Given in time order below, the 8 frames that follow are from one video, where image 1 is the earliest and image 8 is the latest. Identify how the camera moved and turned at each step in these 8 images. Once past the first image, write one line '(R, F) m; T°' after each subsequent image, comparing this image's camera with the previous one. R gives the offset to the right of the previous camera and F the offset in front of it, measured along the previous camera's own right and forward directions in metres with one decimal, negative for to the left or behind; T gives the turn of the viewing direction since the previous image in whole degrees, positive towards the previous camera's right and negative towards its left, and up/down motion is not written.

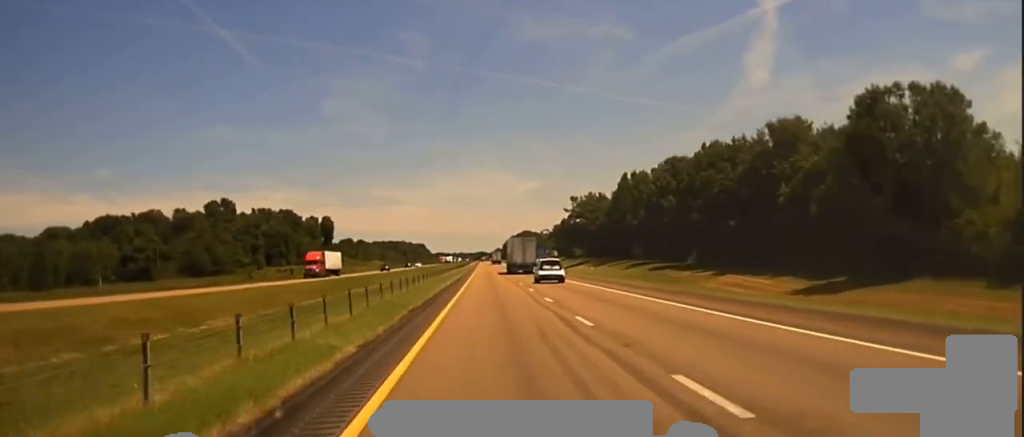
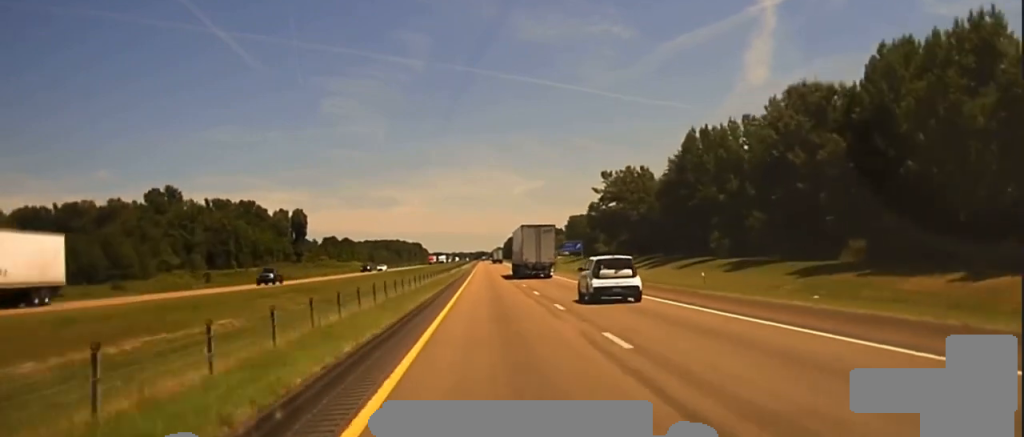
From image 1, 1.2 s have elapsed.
(+0.3, +68.4) m; 0°
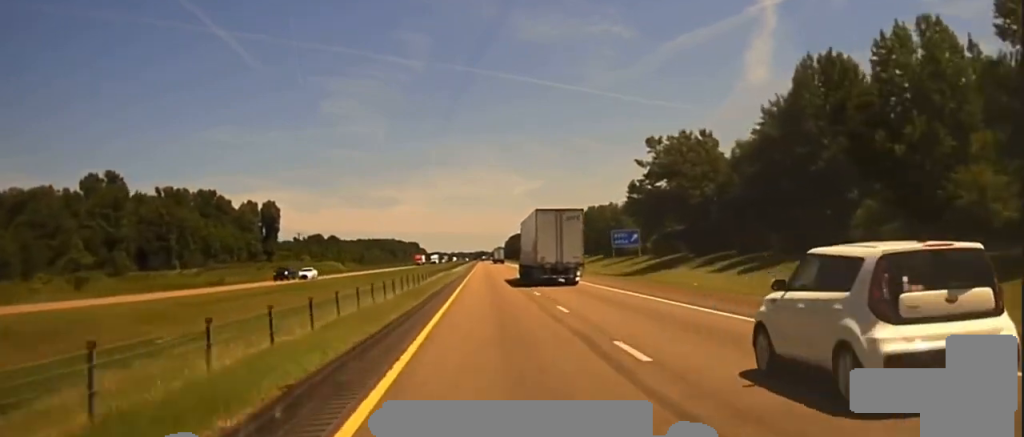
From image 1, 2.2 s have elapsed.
(-0.5, +50.3) m; 0°
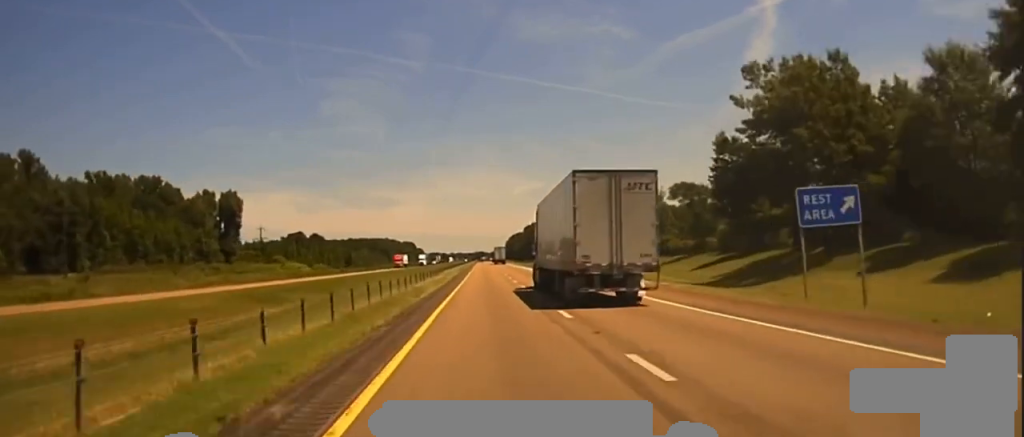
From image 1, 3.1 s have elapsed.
(+0.3, +49.0) m; 0°
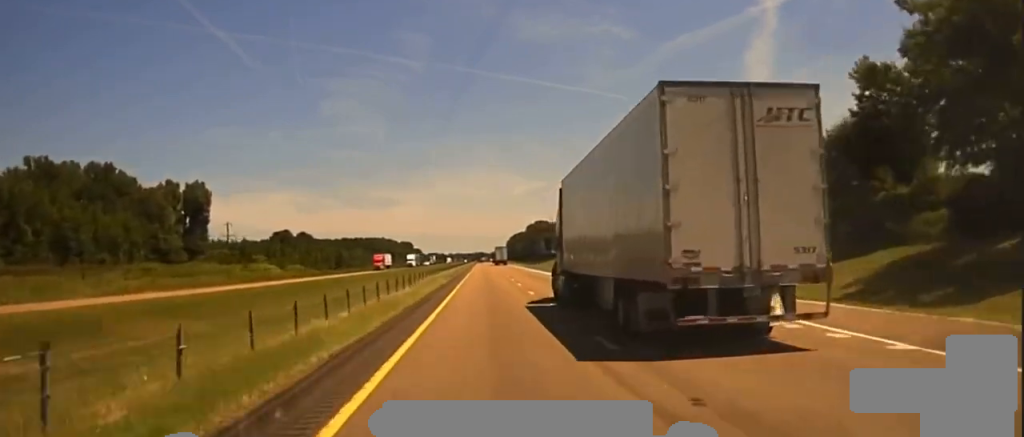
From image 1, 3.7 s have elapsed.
(+0.1, +30.4) m; 0°
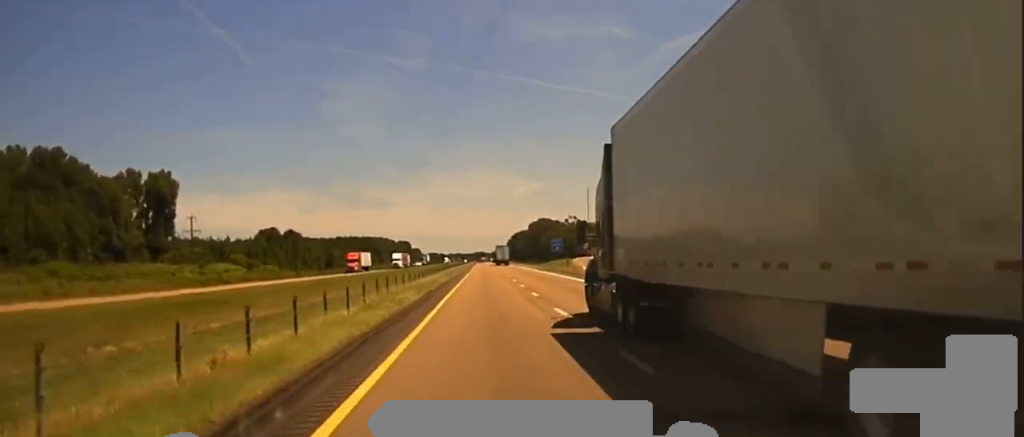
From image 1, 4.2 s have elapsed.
(0.0, +25.3) m; 0°
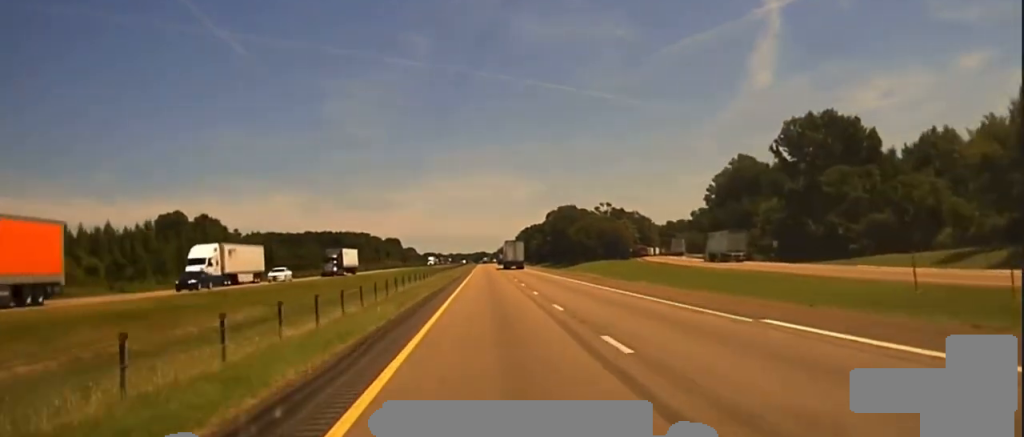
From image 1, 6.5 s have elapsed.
(-0.6, +131.7) m; 0°
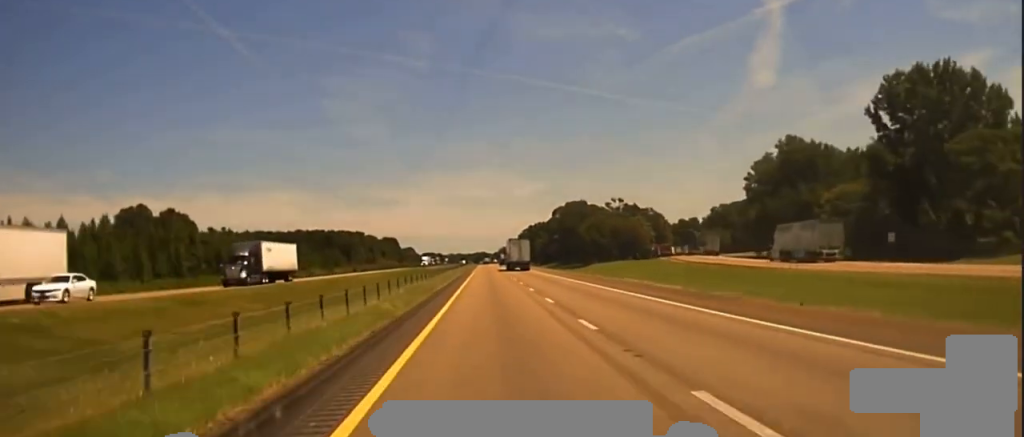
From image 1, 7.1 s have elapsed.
(0.0, +32.6) m; 0°
